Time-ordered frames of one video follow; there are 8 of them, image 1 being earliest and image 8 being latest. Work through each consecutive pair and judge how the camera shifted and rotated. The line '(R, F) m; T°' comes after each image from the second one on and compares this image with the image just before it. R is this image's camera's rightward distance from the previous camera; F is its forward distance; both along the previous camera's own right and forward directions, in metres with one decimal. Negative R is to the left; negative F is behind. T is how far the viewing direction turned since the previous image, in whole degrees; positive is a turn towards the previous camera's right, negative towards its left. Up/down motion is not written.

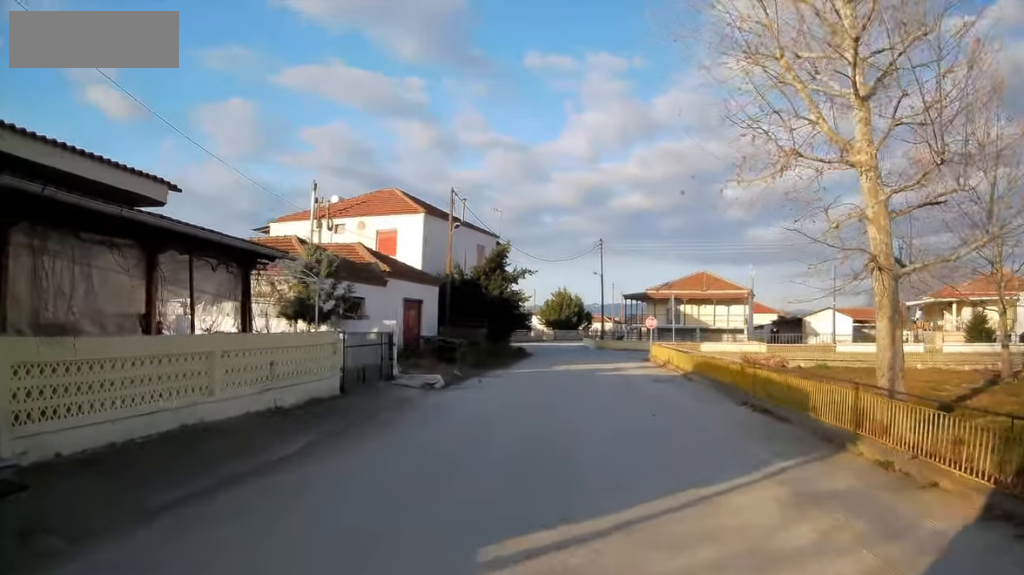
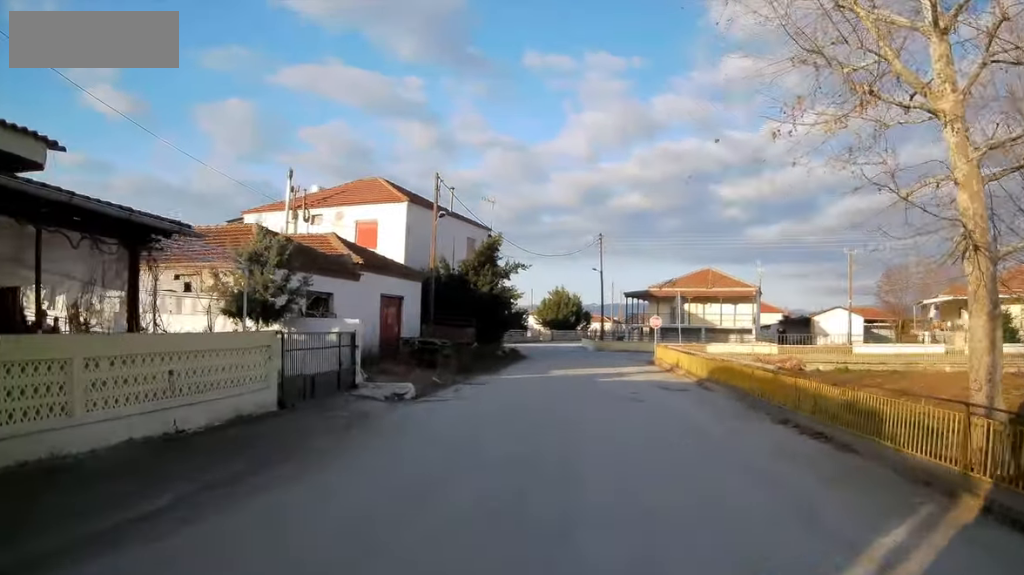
(-0.1, +3.2) m; -3°
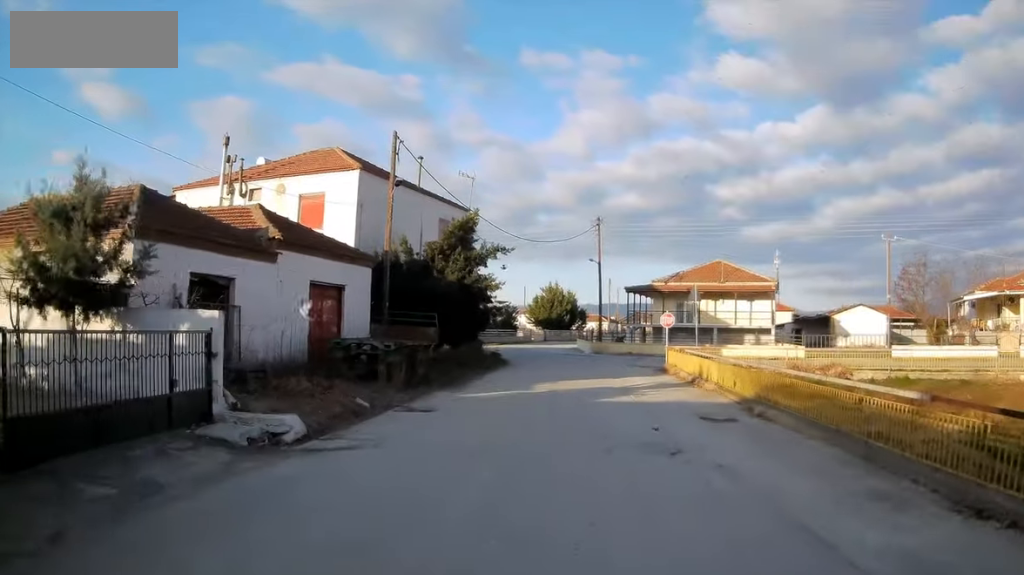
(-0.3, +6.1) m; -3°
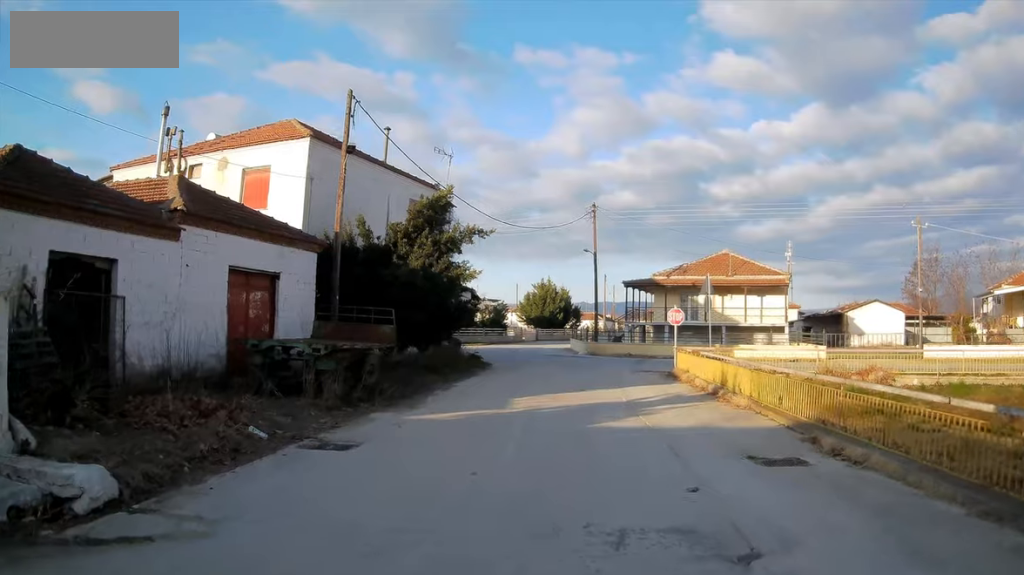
(0.0, +3.9) m; +1°
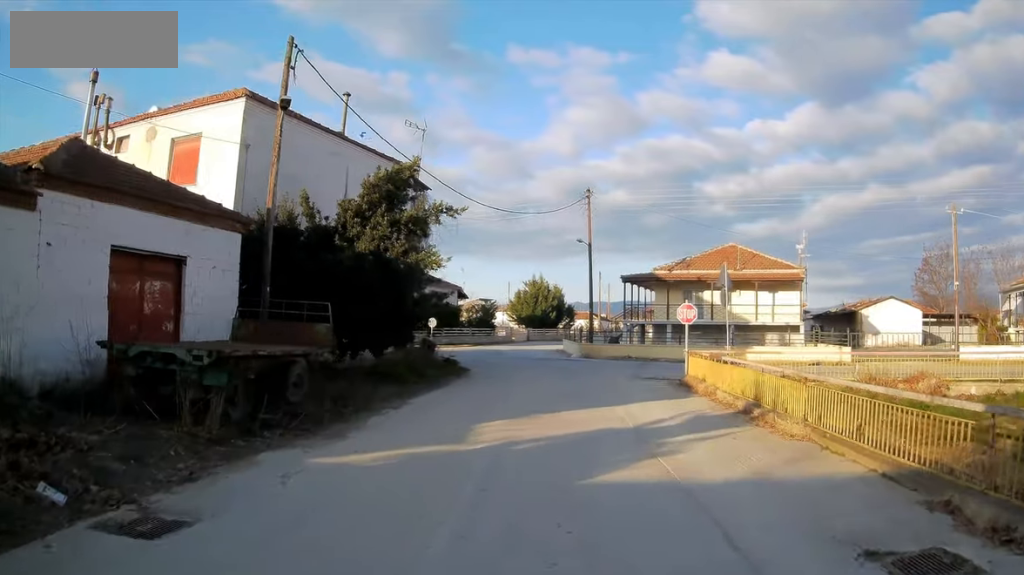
(0.0, +3.7) m; +1°
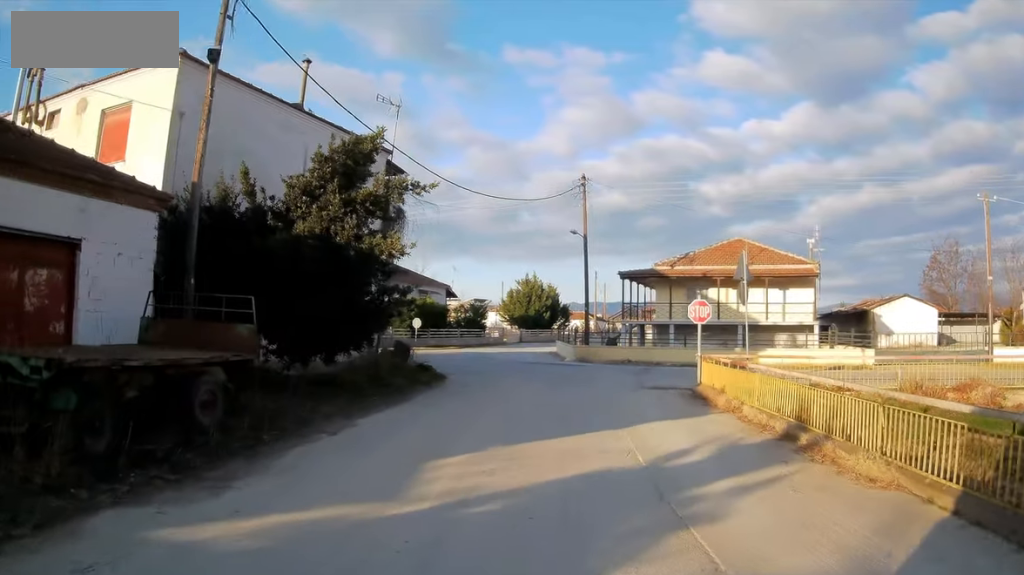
(+0.1, +3.1) m; 0°
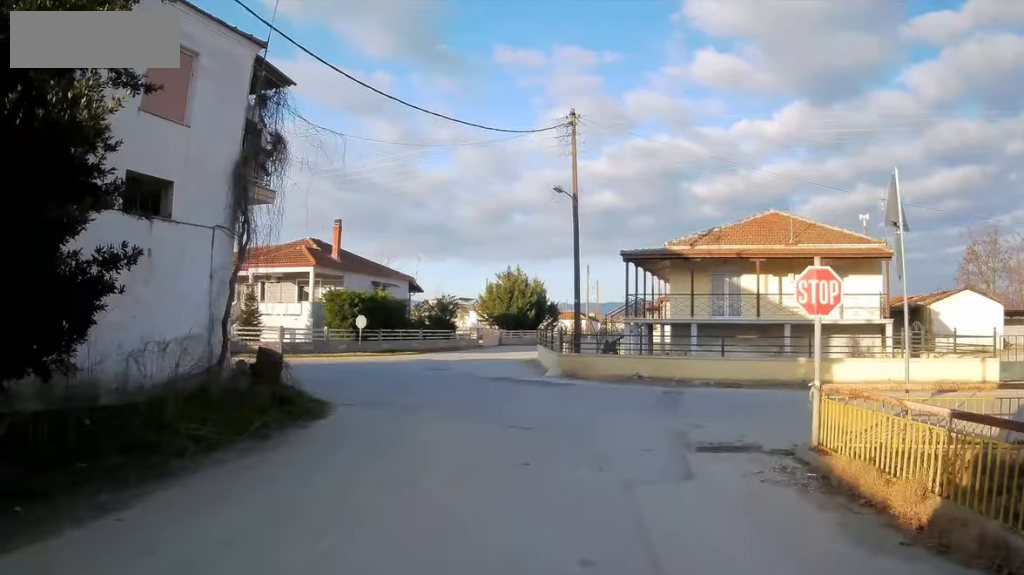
(0.0, +10.4) m; 0°
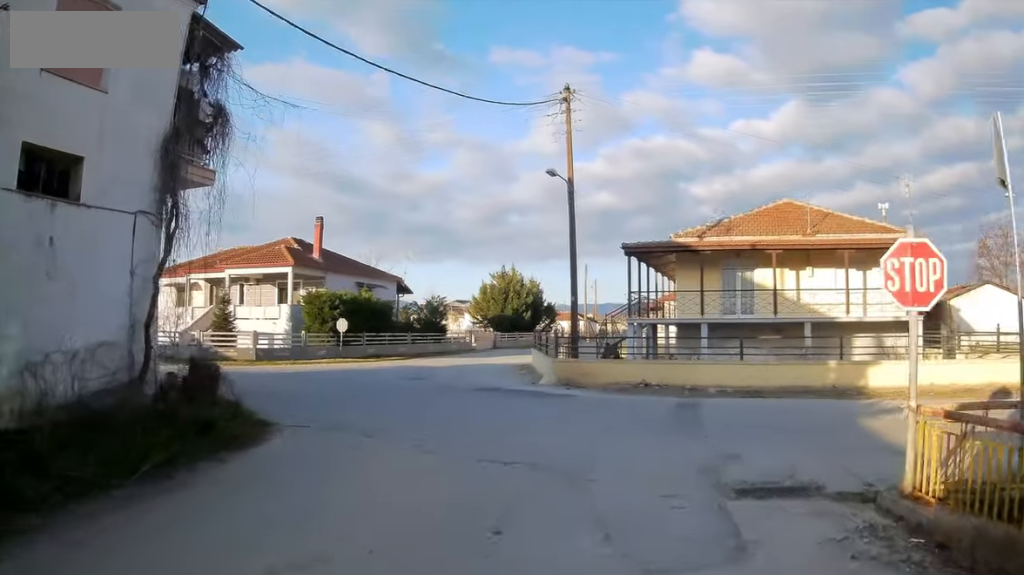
(0.0, +3.0) m; +1°
